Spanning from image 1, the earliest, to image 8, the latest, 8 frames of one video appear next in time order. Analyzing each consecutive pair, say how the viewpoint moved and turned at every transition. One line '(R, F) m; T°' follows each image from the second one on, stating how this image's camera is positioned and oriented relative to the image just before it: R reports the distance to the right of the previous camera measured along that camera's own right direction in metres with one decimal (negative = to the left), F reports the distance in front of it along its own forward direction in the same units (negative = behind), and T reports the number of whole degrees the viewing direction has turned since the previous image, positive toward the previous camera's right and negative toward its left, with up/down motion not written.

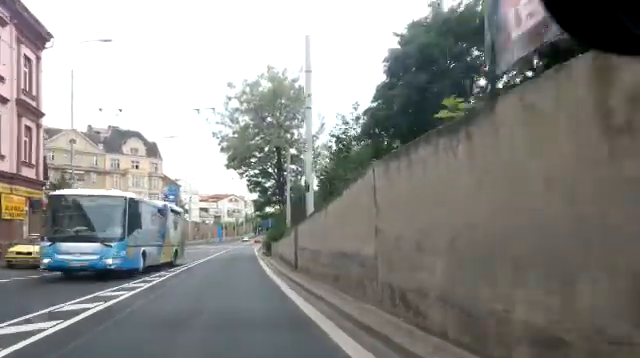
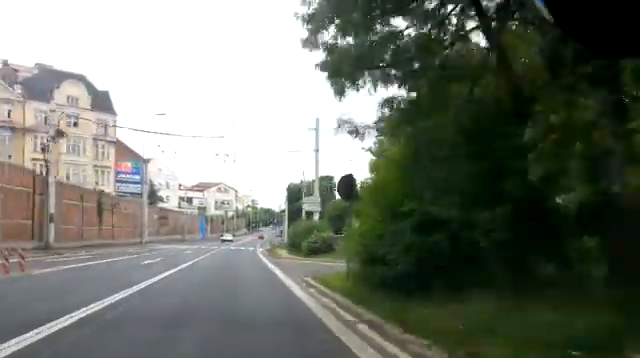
(+0.6, +37.3) m; +1°
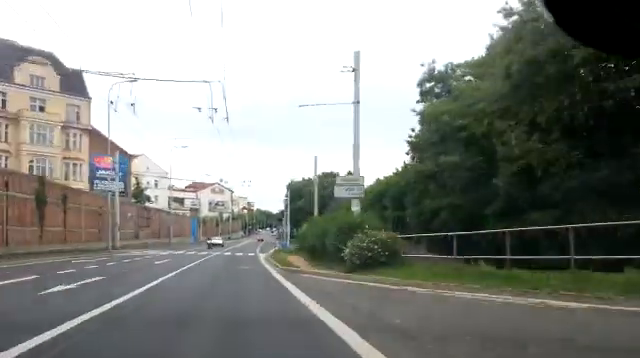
(+0.1, +11.5) m; 0°
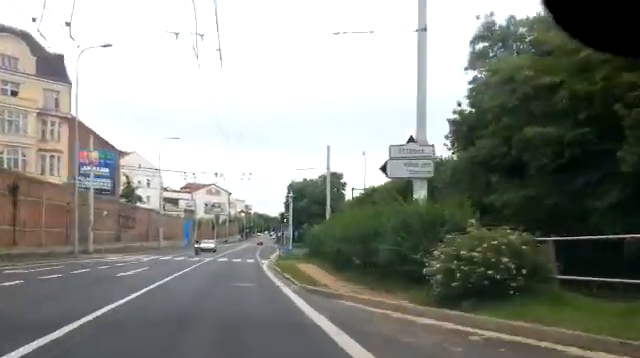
(-0.1, +7.3) m; 0°
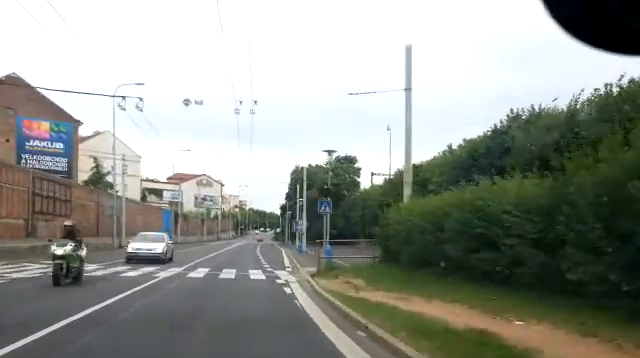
(-0.1, +18.7) m; 0°
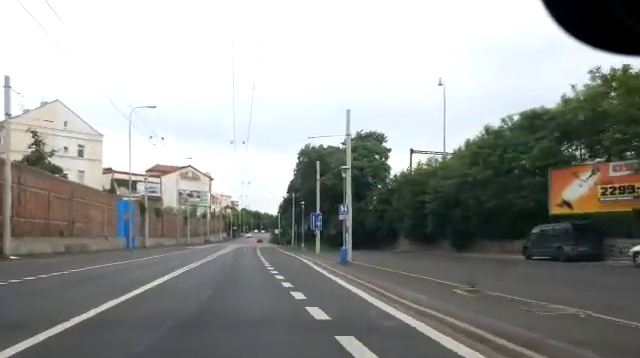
(+0.1, +22.5) m; 0°
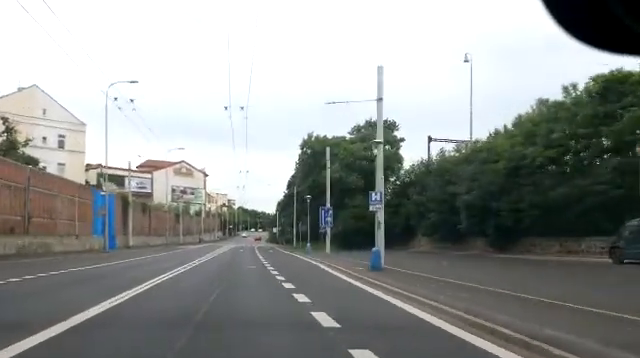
(0.0, +6.8) m; 0°
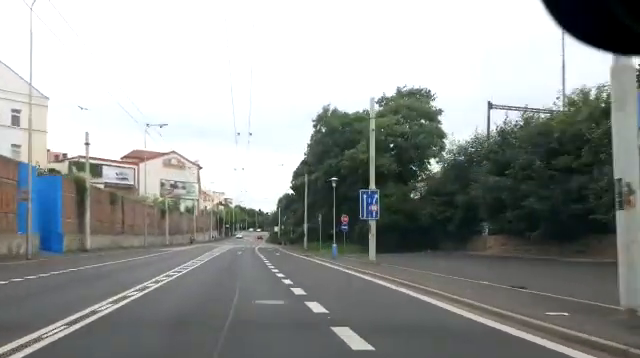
(0.0, +13.4) m; +1°
